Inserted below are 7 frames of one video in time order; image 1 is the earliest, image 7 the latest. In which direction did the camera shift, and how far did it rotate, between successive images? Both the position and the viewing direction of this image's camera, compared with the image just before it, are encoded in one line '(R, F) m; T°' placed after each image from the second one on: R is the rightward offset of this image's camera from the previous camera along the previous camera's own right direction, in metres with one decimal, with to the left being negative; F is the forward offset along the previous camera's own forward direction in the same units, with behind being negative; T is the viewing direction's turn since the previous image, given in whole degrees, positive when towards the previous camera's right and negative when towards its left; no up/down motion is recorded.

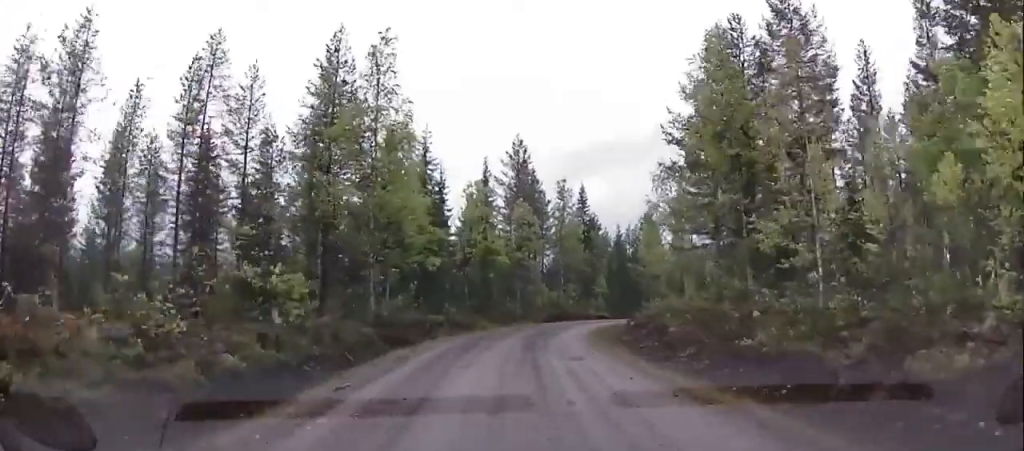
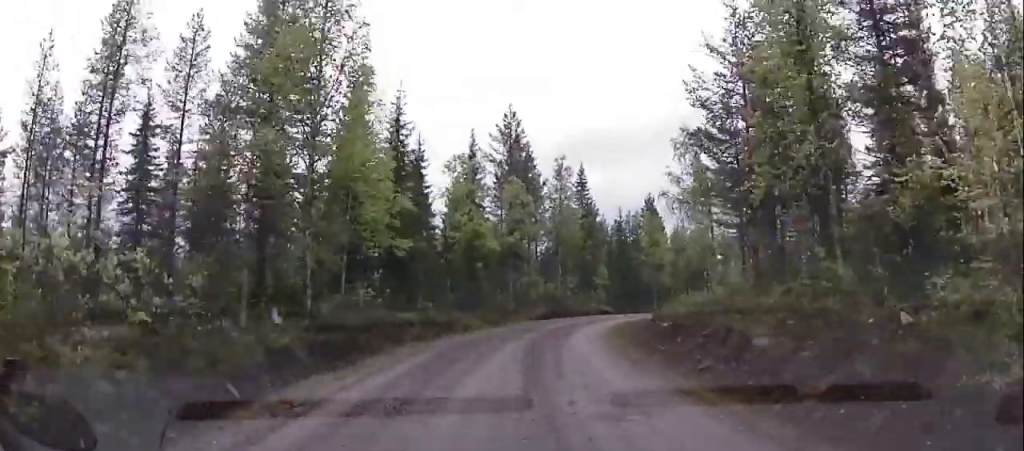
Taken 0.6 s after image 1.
(-0.4, +7.0) m; +4°
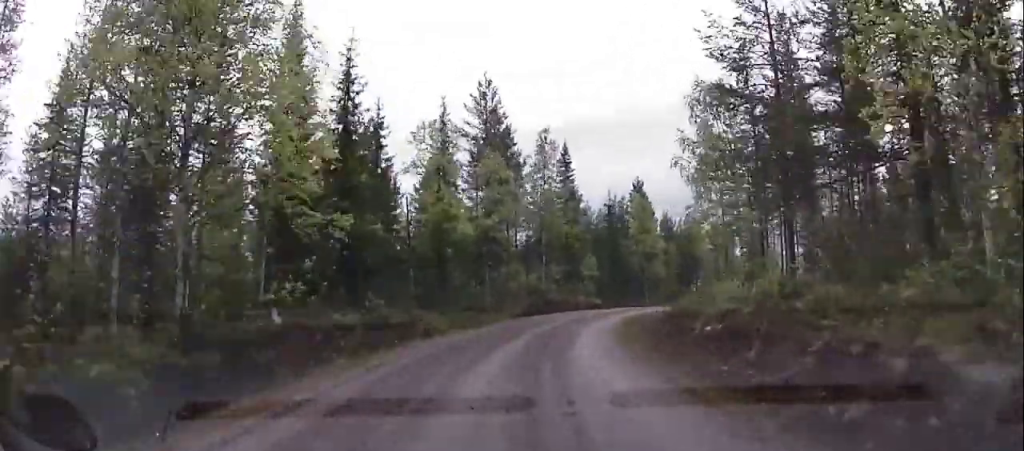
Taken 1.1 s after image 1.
(+1.5, +6.3) m; +1°
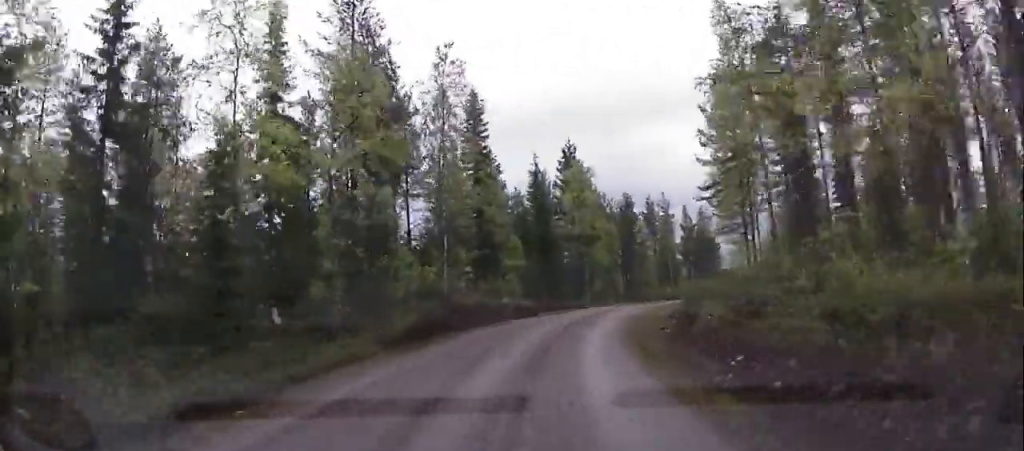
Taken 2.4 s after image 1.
(-1.2, +17.4) m; -3°
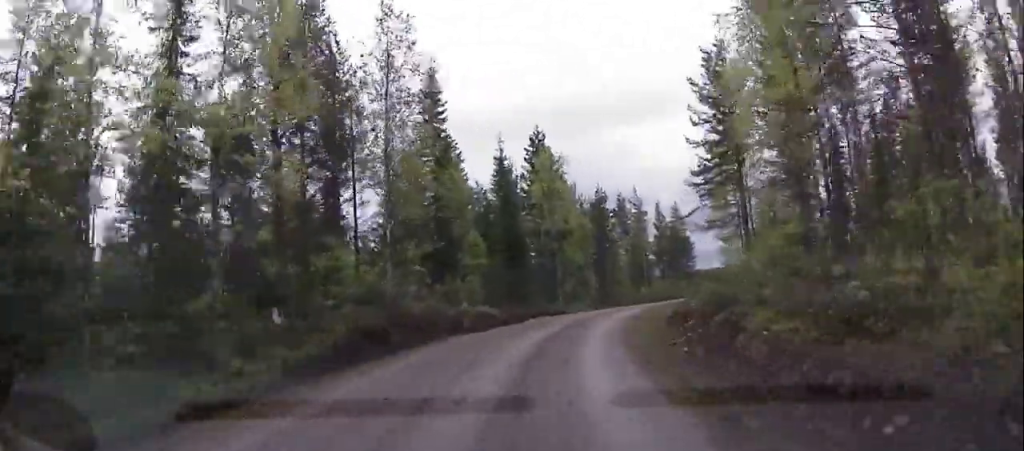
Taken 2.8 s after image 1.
(+0.5, +5.9) m; +5°
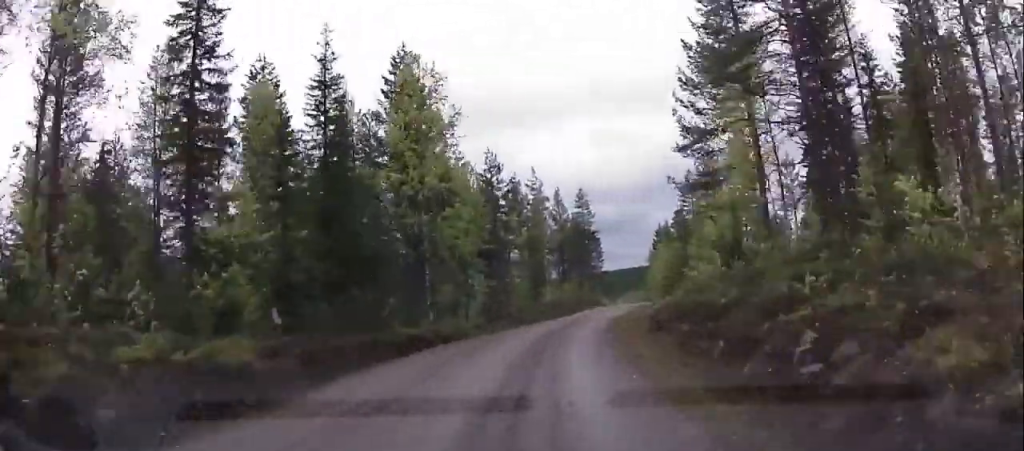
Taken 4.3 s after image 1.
(+3.2, +19.4) m; +16°
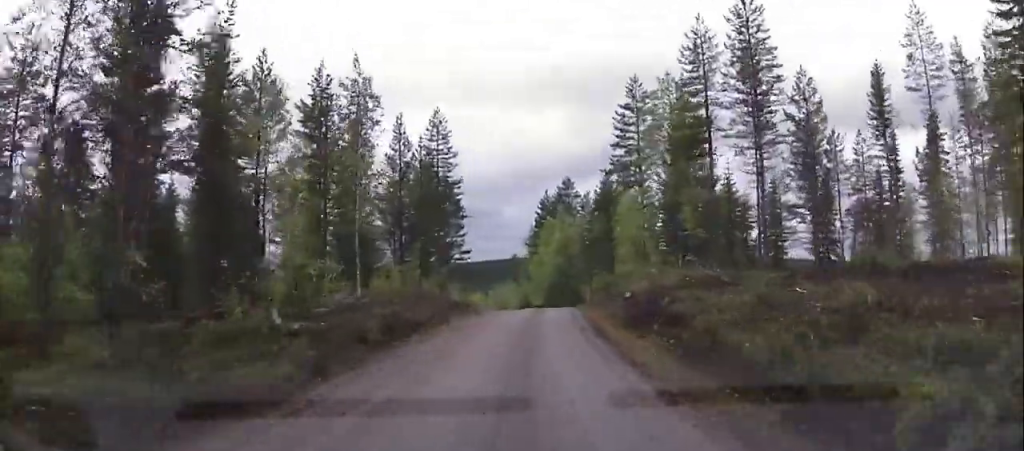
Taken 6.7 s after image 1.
(+2.9, +34.3) m; +8°
